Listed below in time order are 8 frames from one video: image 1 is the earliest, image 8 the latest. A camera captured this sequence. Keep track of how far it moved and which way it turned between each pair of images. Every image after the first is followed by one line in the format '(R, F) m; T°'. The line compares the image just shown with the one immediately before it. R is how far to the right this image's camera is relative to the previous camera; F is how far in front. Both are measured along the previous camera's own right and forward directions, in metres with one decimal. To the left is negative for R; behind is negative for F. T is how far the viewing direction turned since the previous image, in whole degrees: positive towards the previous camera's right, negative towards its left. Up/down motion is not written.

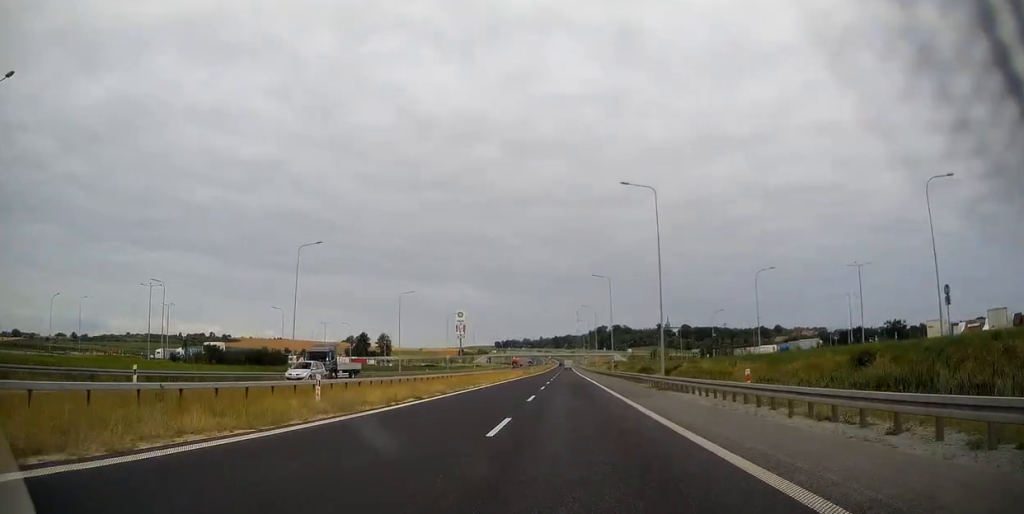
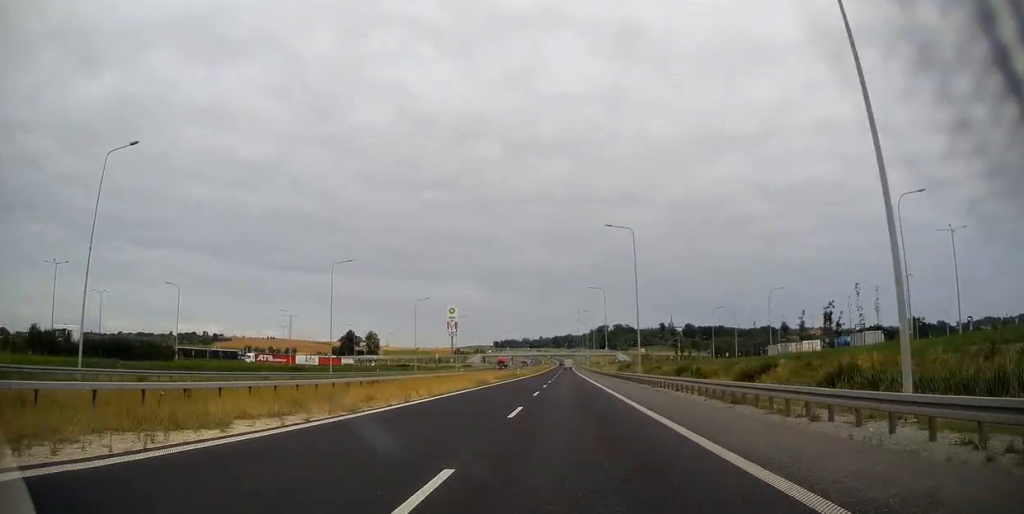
(-0.2, +32.0) m; 0°
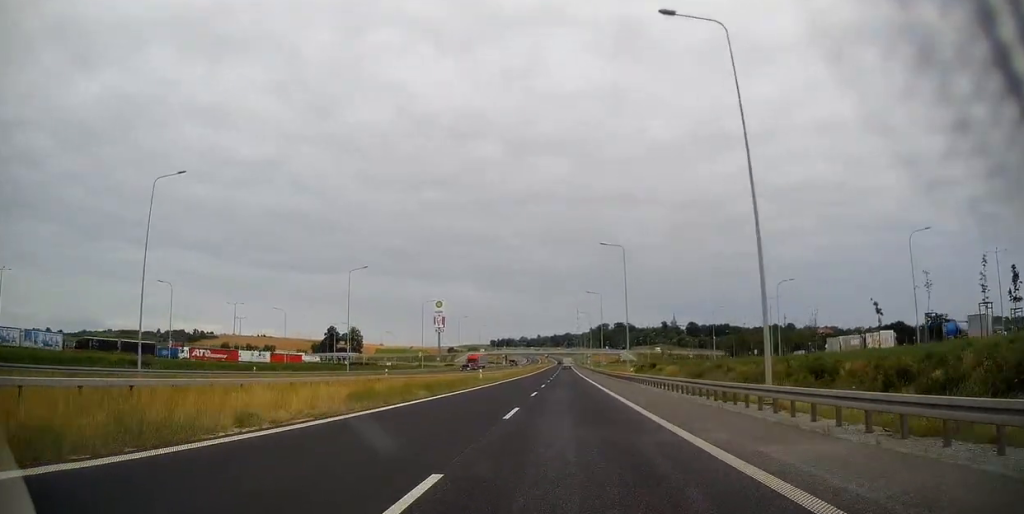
(+0.2, +36.5) m; 0°
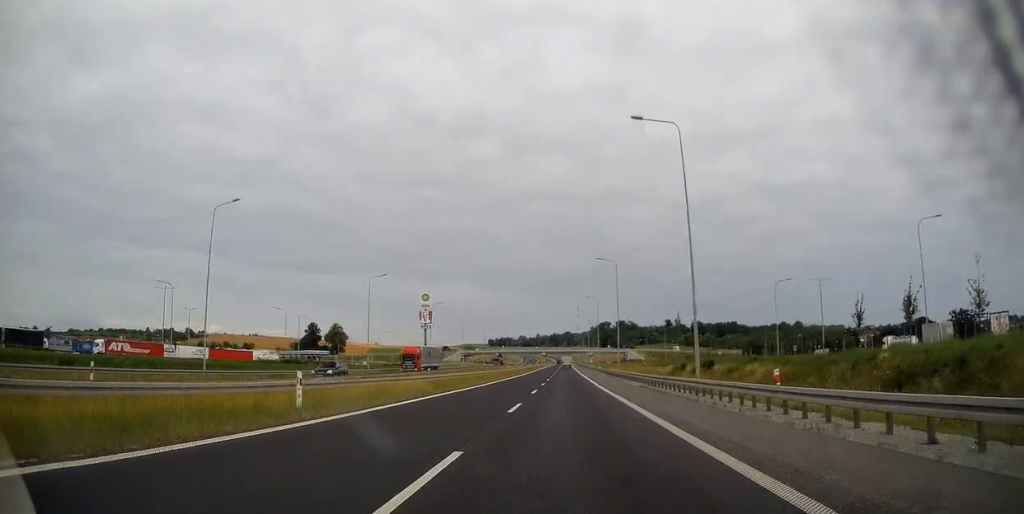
(+0.1, +34.3) m; 0°
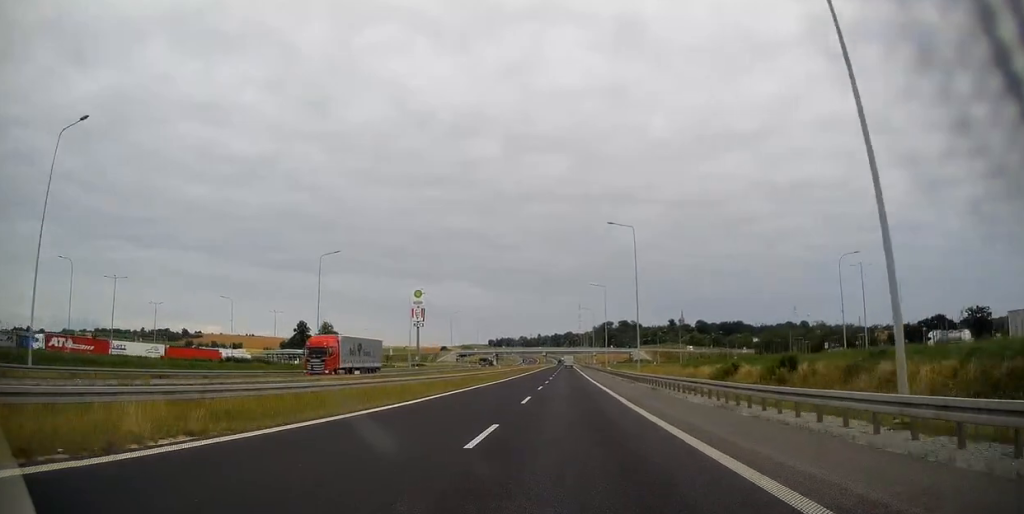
(-0.1, +19.5) m; 0°
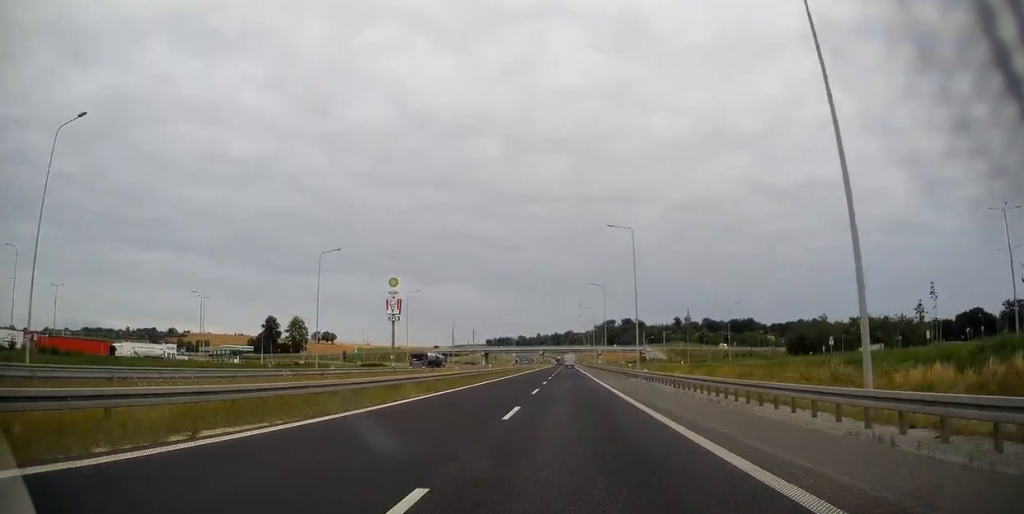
(0.0, +43.3) m; 0°
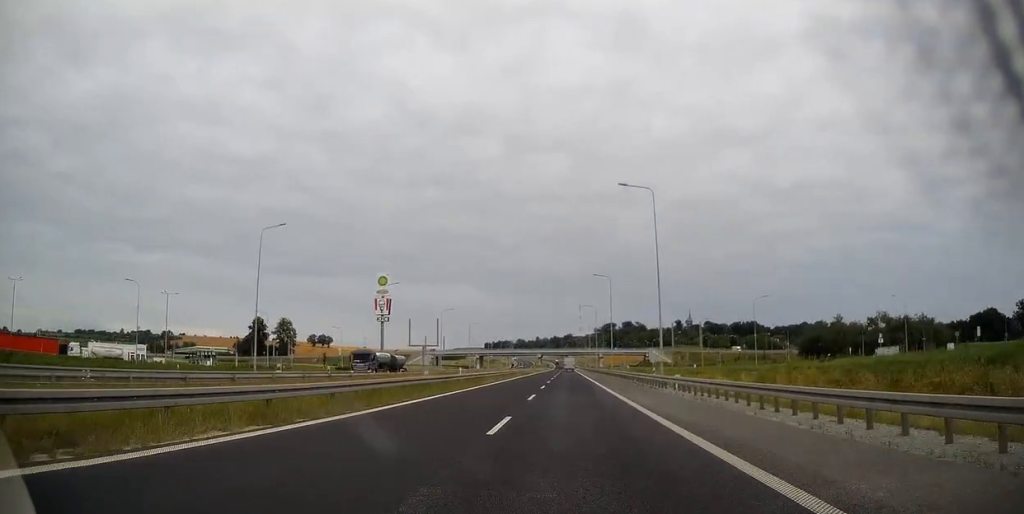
(0.0, +14.8) m; 0°
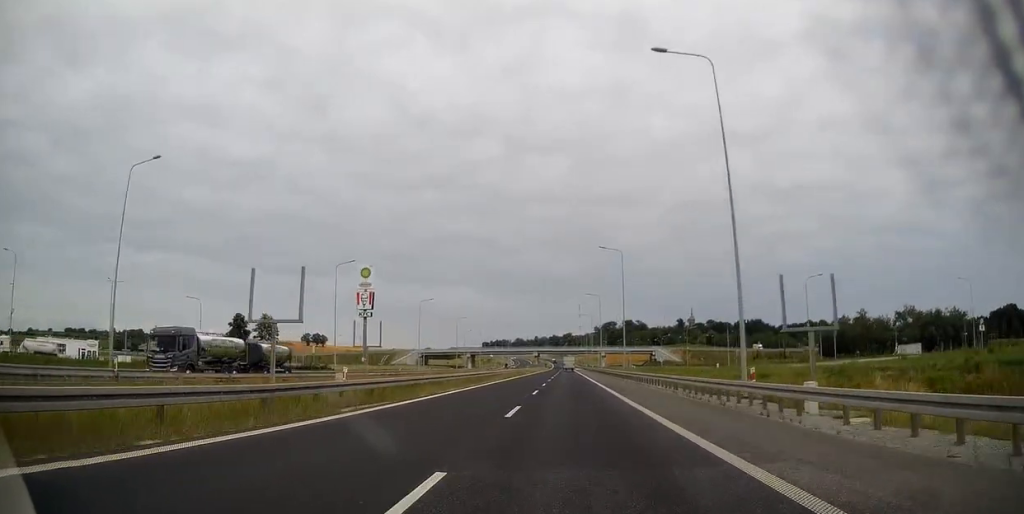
(0.0, +20.4) m; 0°
